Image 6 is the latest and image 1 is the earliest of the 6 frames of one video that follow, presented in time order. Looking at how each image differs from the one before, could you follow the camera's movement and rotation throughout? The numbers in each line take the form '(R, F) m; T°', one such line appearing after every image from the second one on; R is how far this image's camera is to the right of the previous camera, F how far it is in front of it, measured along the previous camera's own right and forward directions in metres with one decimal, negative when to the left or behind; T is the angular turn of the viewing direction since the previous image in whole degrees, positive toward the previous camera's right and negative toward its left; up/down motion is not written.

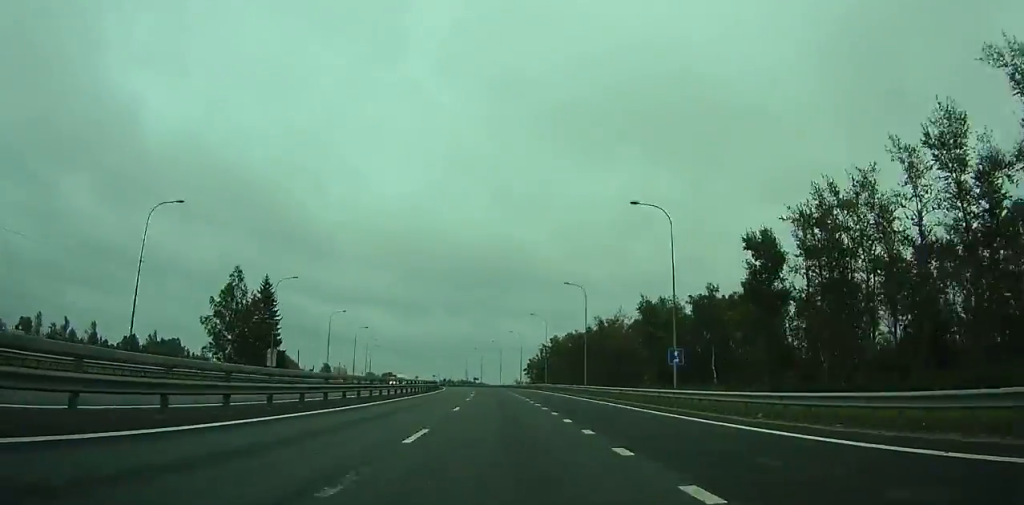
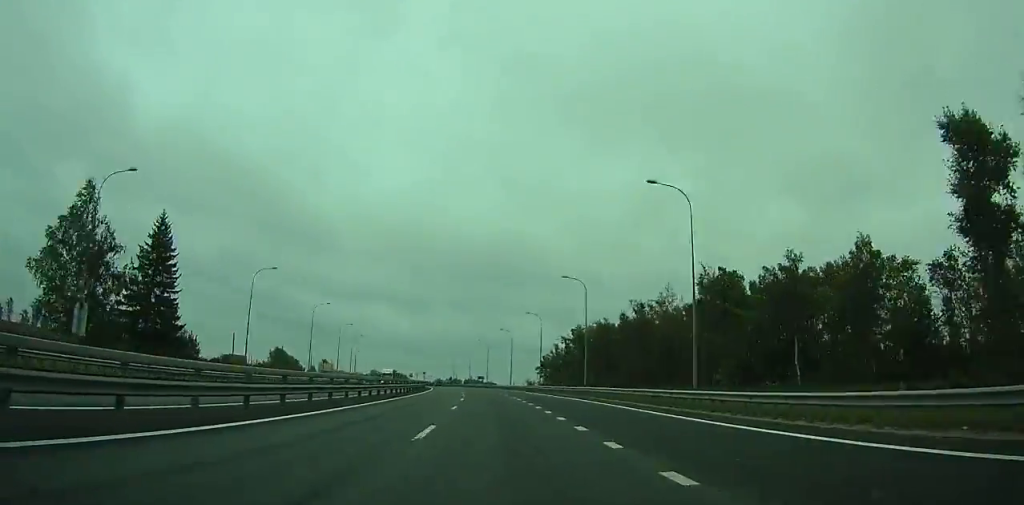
(+3.5, +35.8) m; -3°
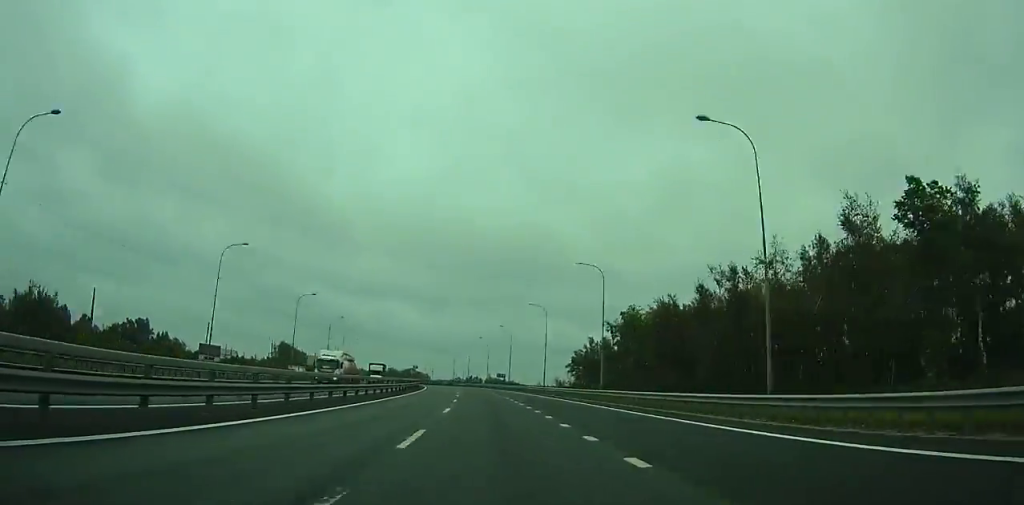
(-4.8, +38.0) m; -4°
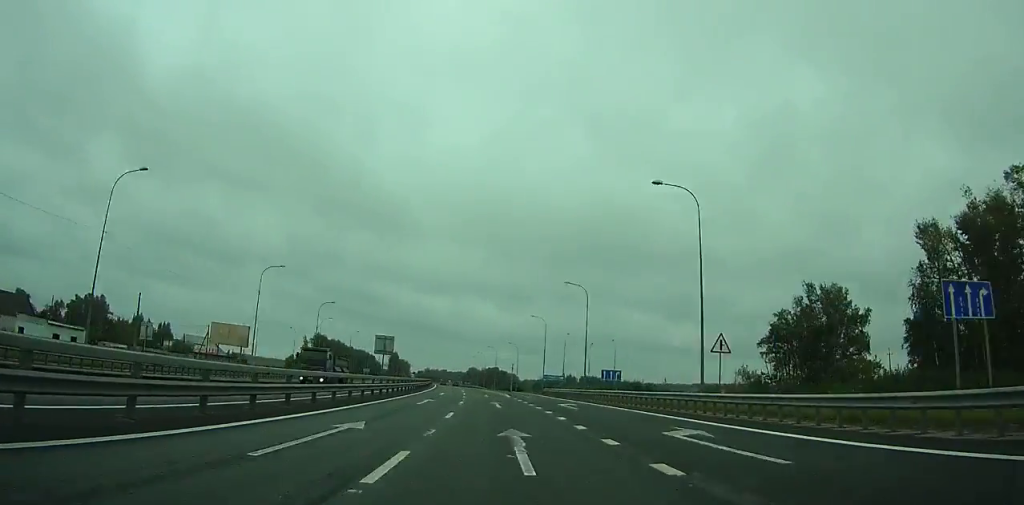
(-8.7, +106.2) m; -2°
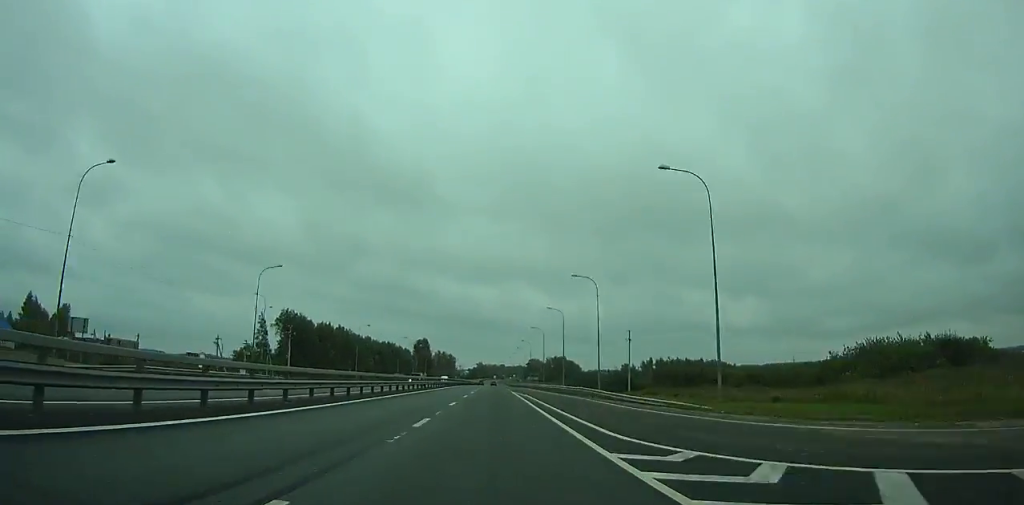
(-10.7, +130.0) m; -12°
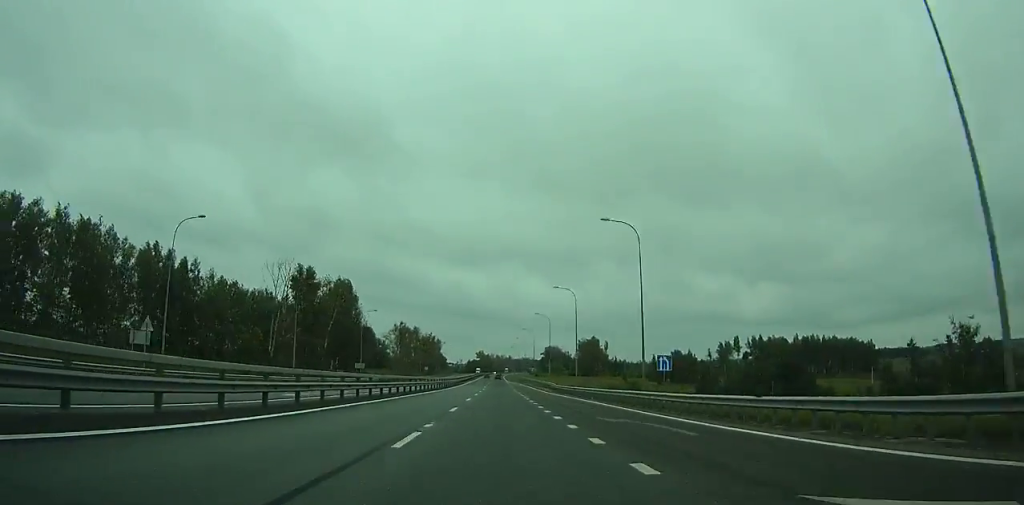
(-1.5, +175.8) m; +2°
